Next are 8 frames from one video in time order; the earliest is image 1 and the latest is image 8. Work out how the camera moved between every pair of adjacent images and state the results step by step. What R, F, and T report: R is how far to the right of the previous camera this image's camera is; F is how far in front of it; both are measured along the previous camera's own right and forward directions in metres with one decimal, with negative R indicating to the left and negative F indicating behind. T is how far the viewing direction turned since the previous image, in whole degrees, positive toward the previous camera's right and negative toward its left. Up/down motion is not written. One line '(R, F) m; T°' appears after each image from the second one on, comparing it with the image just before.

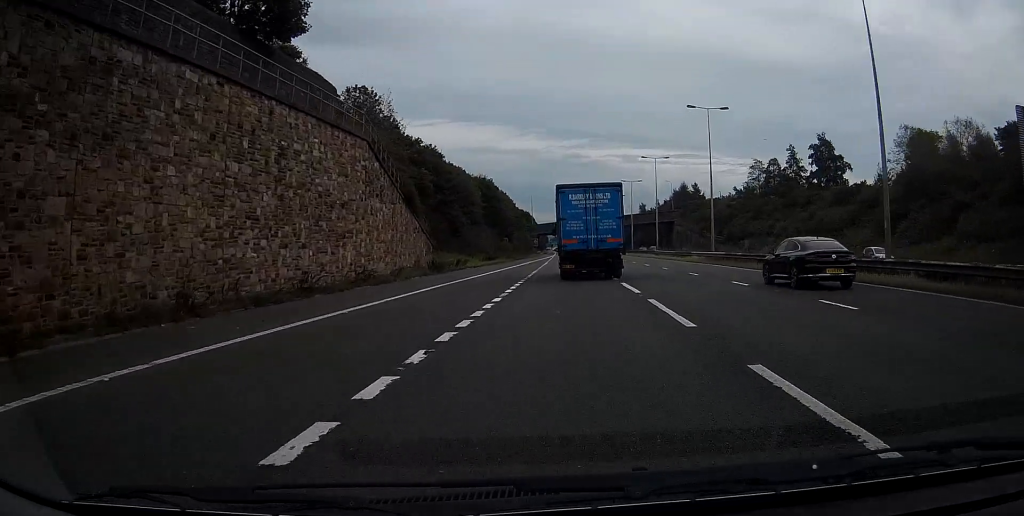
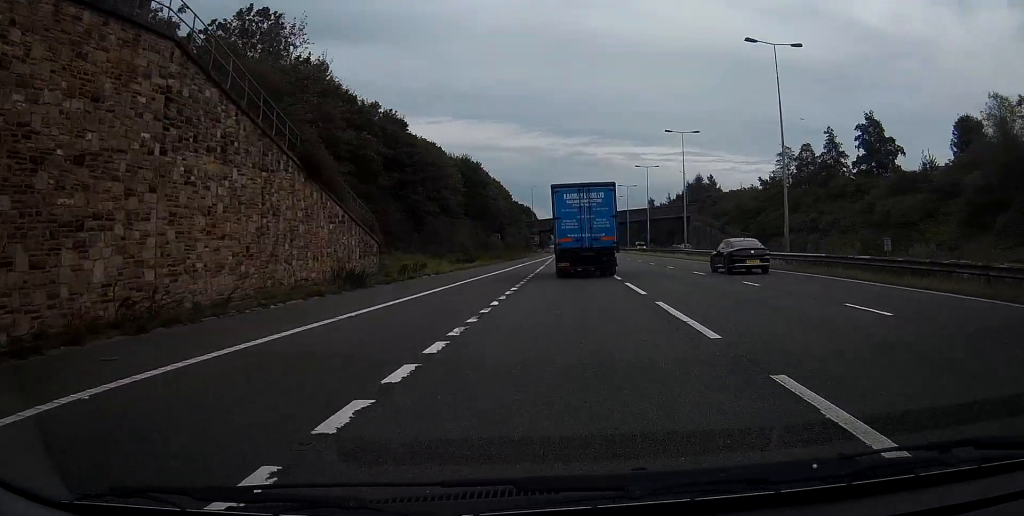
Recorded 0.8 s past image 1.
(-0.1, +19.0) m; 0°
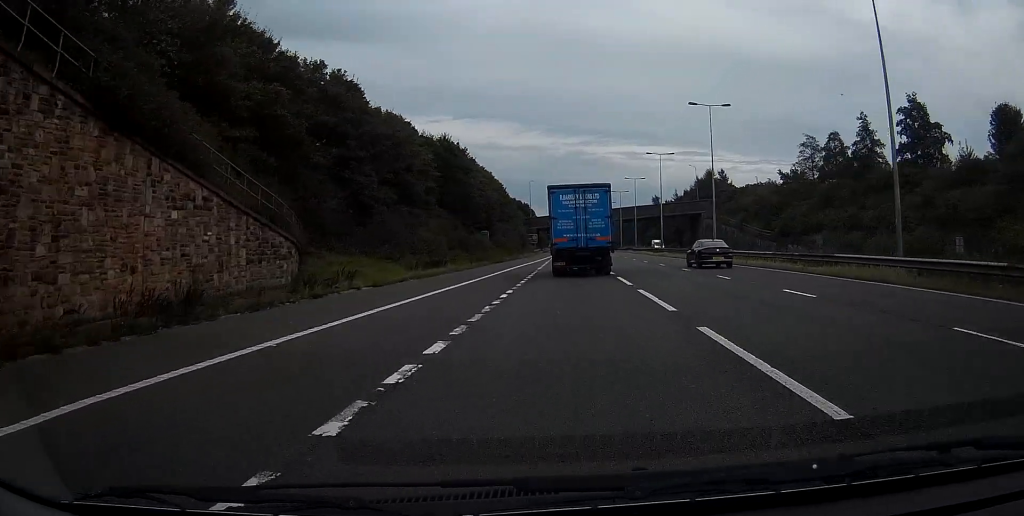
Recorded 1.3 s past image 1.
(-0.1, +14.0) m; 0°
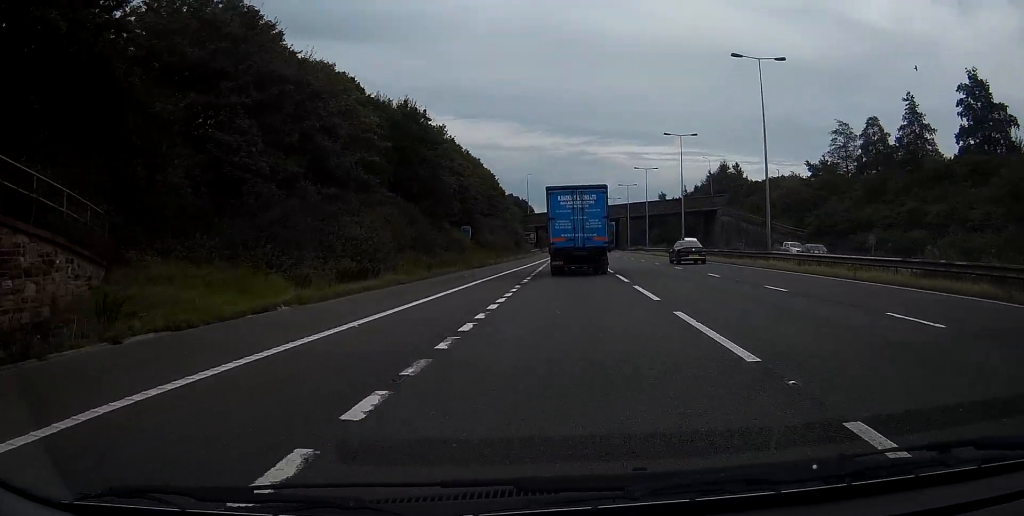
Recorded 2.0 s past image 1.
(0.0, +15.5) m; 0°
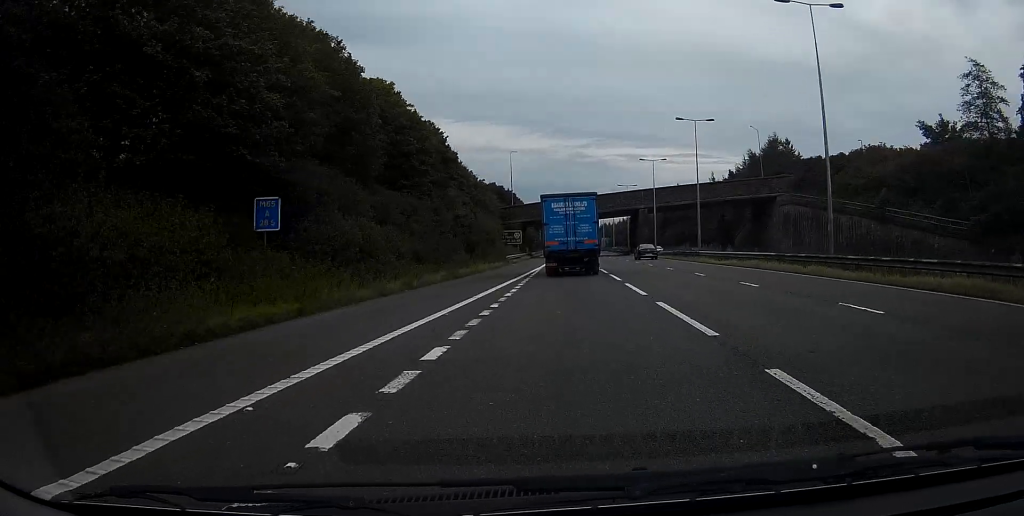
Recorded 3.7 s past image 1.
(+0.1, +42.7) m; 0°
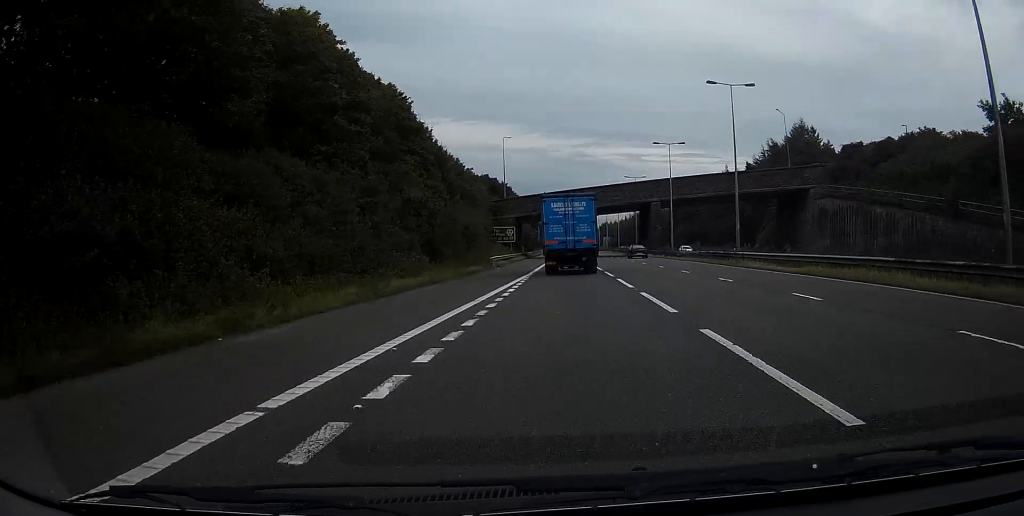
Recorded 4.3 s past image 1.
(-0.1, +14.4) m; 0°
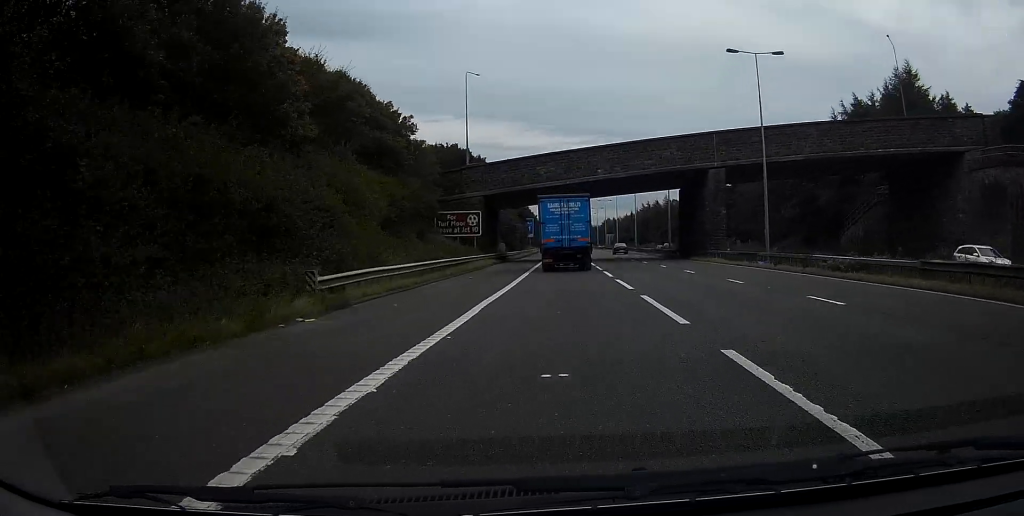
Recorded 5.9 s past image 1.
(+0.1, +37.9) m; 0°
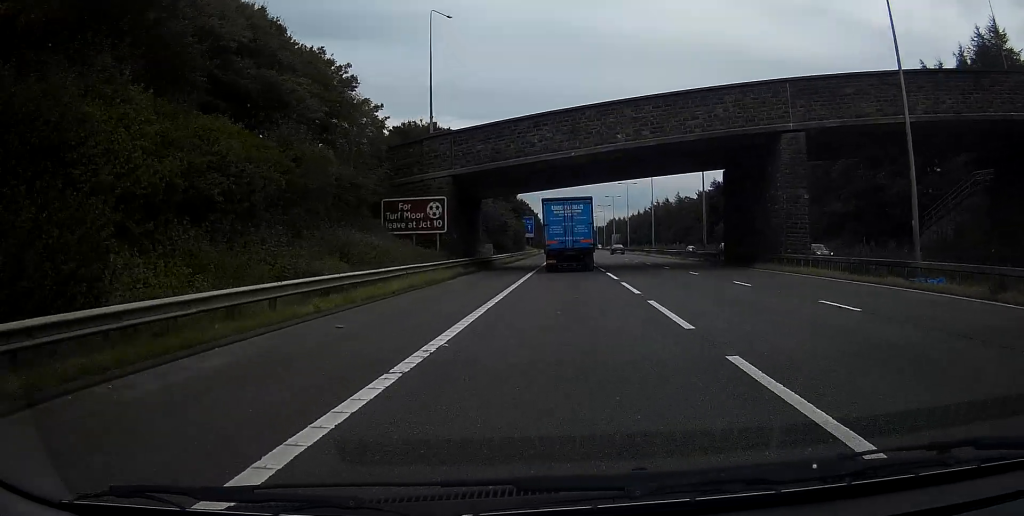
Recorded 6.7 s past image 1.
(0.0, +18.6) m; 0°
